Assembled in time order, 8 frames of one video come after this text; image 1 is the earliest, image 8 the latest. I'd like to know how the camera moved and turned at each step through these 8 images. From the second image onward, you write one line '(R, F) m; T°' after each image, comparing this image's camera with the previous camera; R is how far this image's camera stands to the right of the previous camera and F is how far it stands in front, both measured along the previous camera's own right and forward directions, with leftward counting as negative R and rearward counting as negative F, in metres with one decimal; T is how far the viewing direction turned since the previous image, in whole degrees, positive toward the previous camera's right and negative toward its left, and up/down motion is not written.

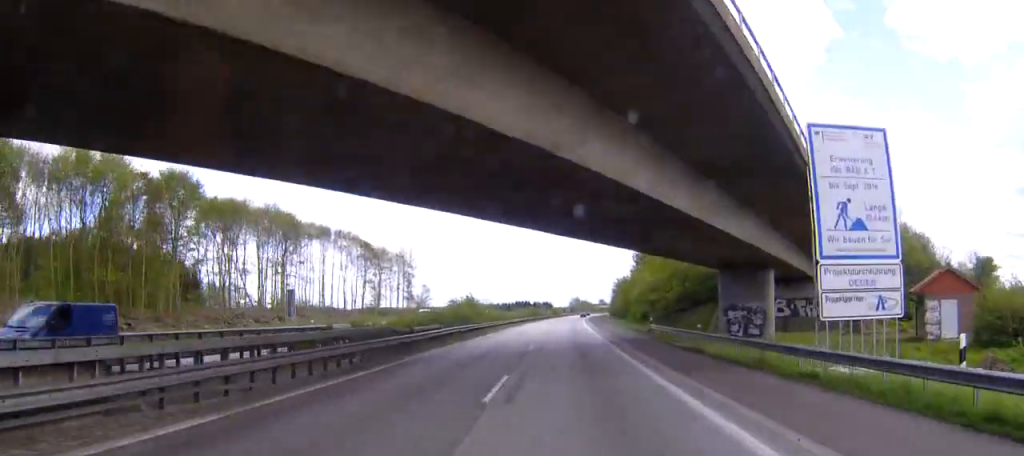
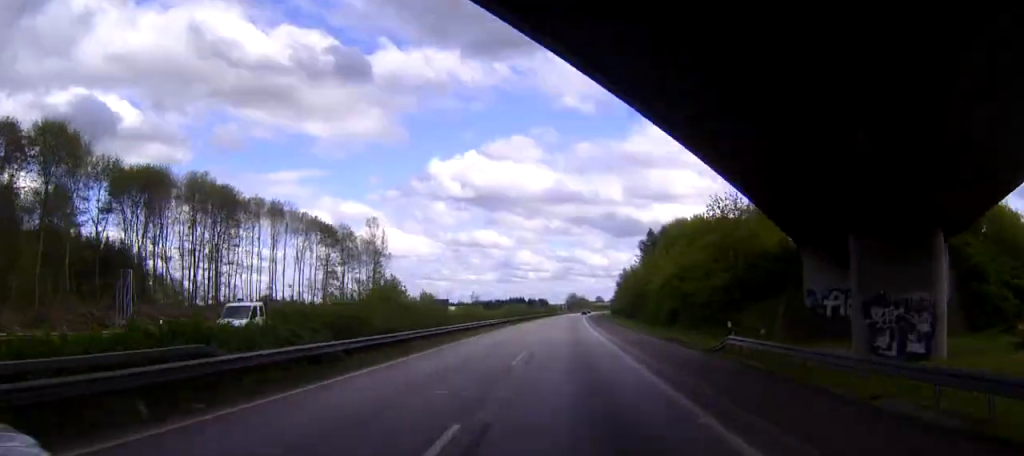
(0.0, +27.1) m; 0°
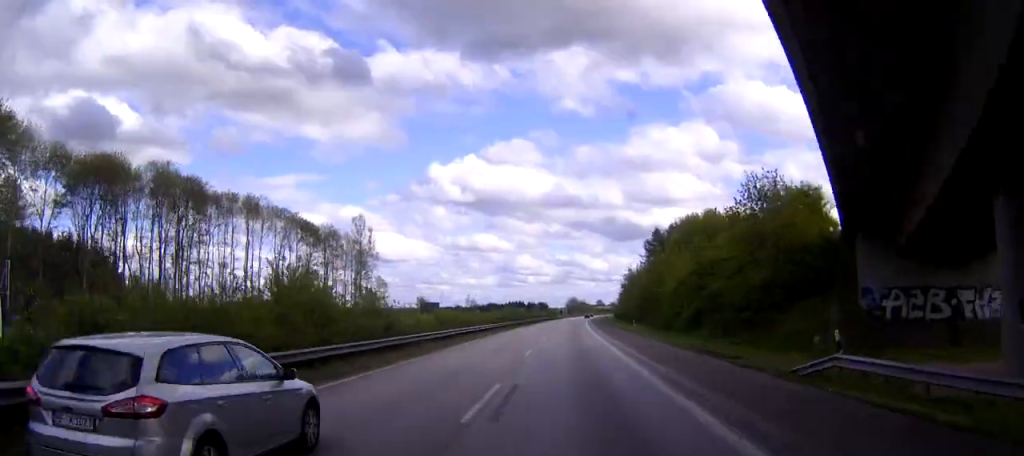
(0.0, +11.6) m; 0°
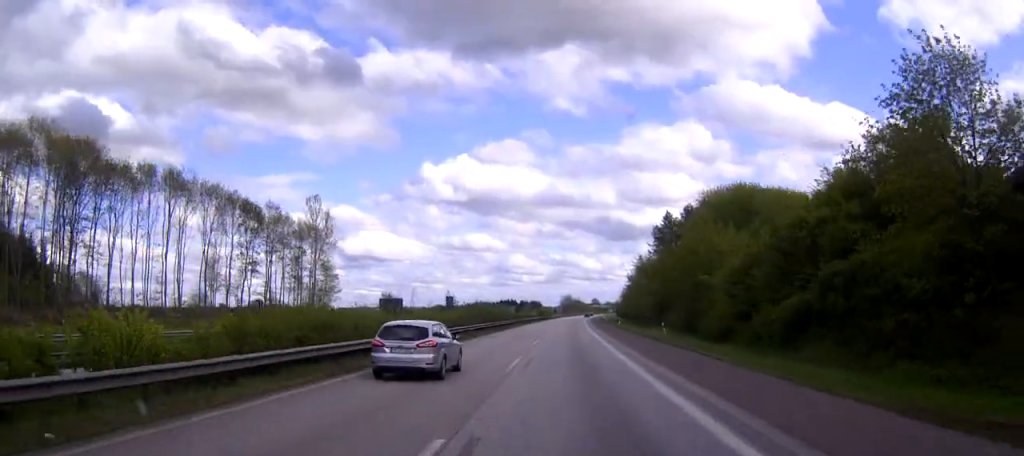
(0.0, +25.9) m; 0°
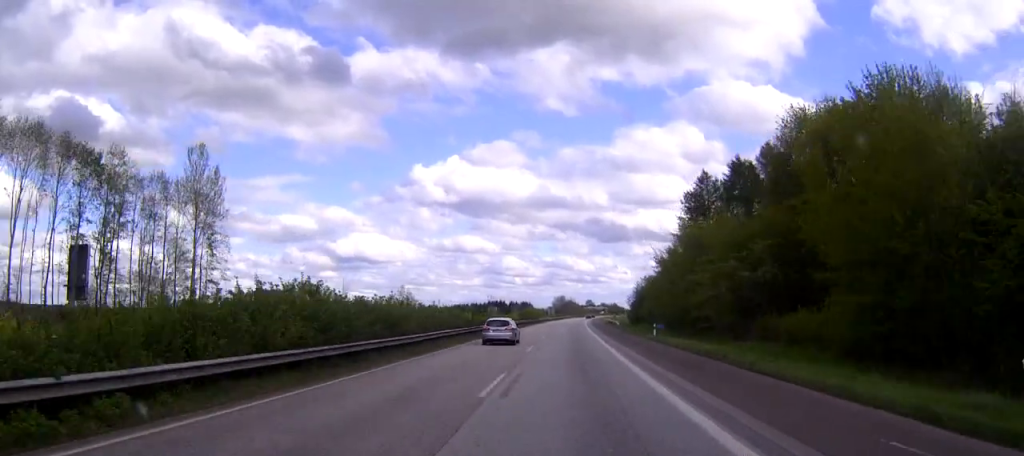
(0.0, +43.0) m; 0°
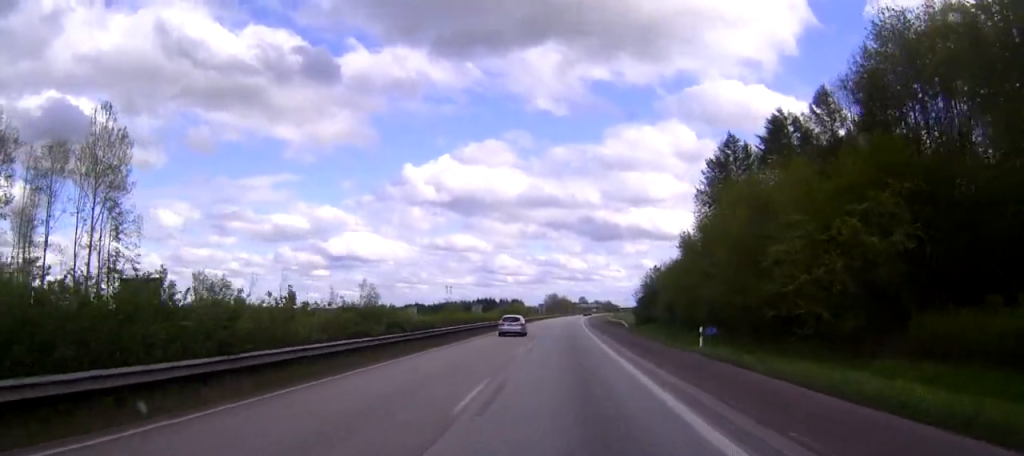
(+0.1, +21.1) m; +1°
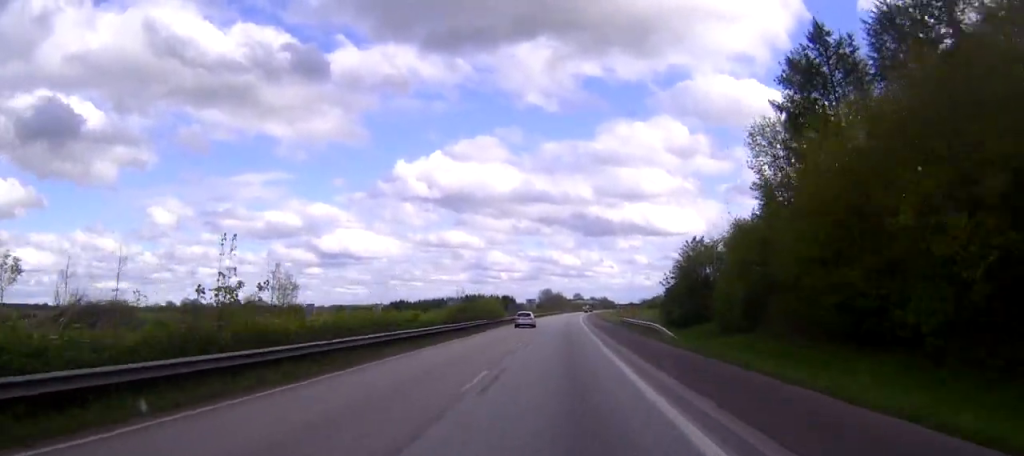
(+0.2, +32.7) m; 0°
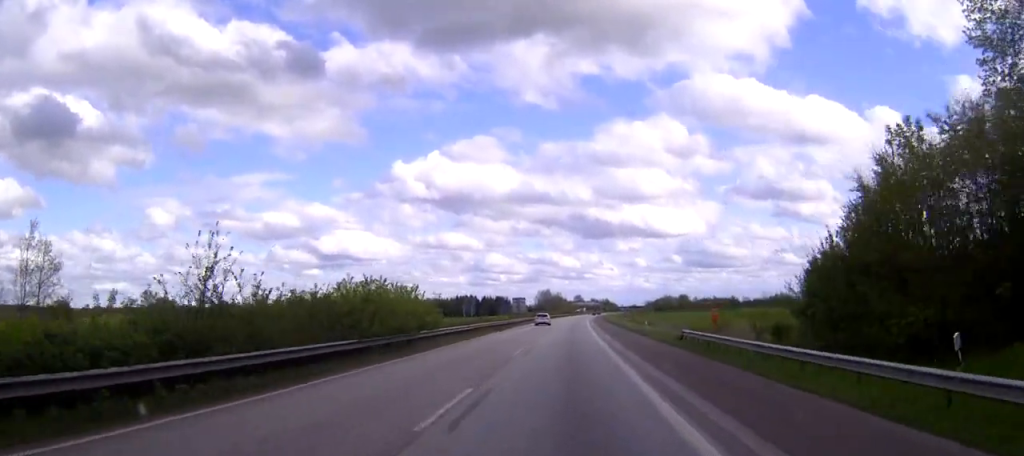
(0.0, +41.2) m; 0°
